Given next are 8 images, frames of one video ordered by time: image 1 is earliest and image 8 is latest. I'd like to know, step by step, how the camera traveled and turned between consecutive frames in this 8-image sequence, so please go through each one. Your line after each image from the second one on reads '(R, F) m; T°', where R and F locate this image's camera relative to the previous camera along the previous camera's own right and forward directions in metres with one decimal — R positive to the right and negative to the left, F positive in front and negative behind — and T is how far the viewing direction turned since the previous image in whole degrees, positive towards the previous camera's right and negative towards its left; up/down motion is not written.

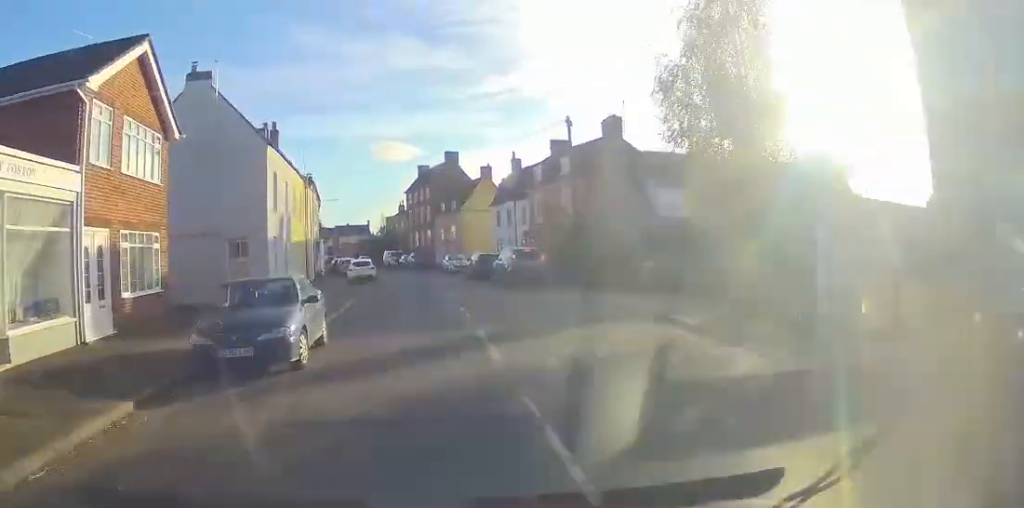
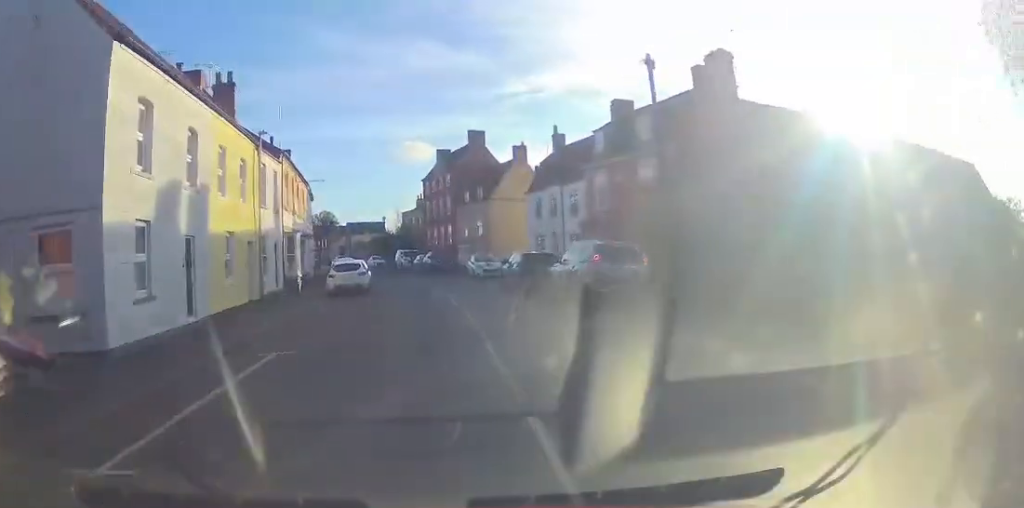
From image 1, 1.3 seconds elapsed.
(-0.1, +12.8) m; -2°
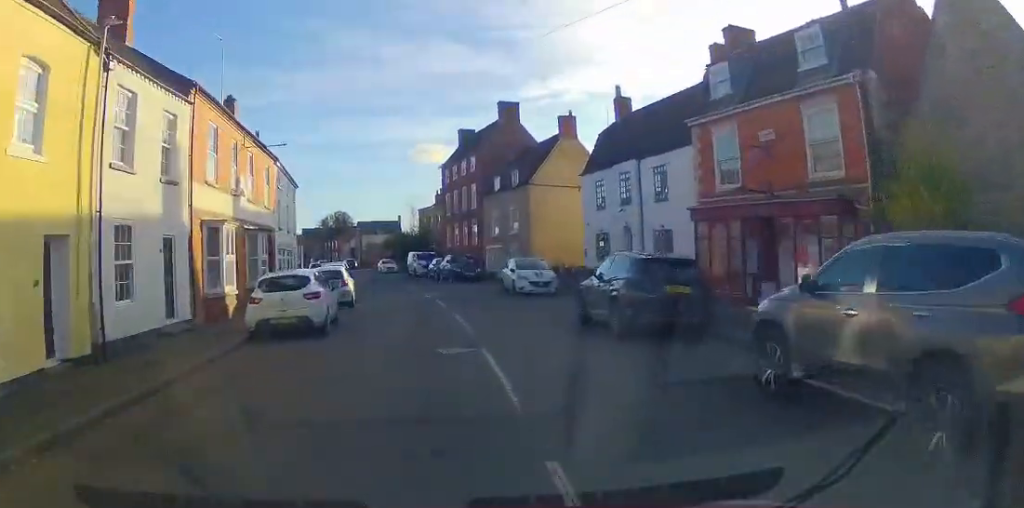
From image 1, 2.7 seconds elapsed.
(-0.3, +12.9) m; -3°
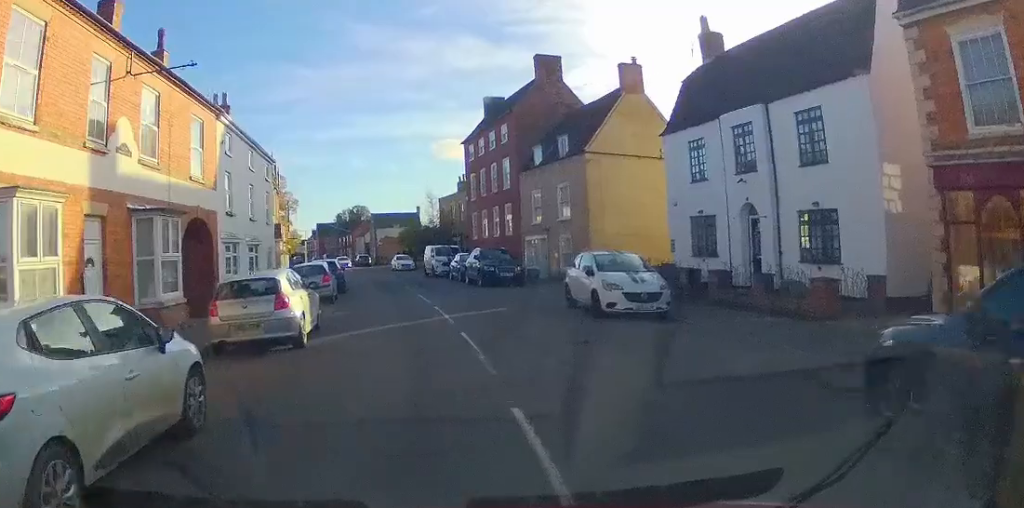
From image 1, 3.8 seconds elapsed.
(-0.3, +10.6) m; -2°
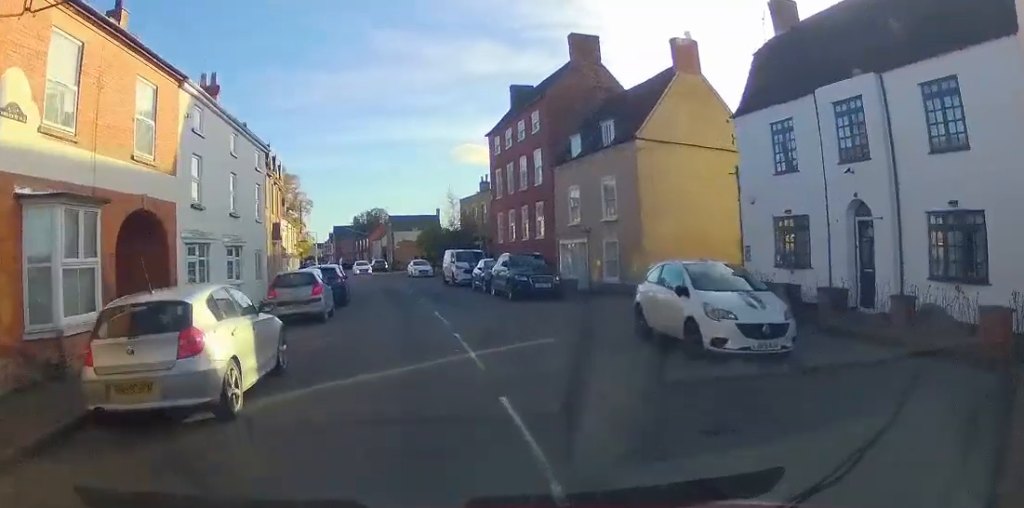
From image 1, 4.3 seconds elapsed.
(0.0, +4.8) m; -1°
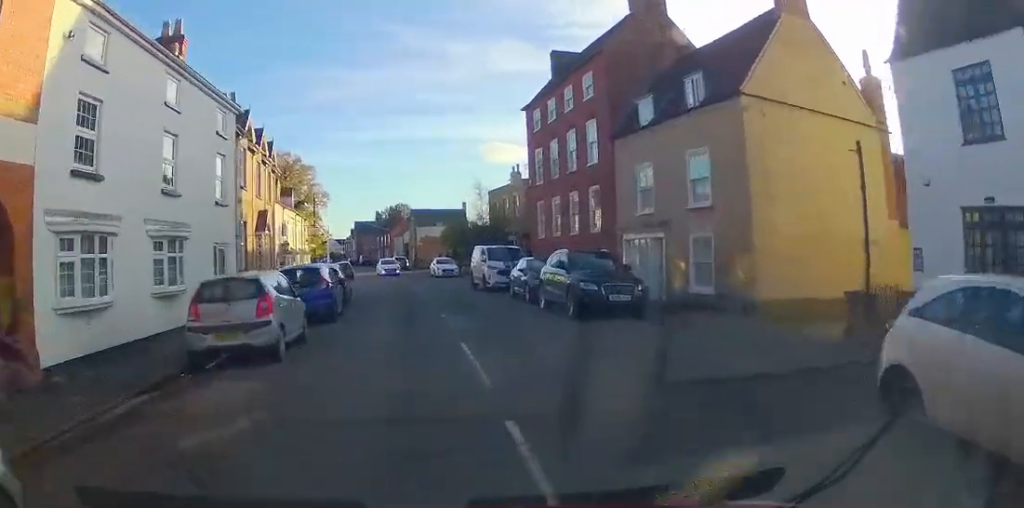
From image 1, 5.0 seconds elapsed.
(-0.1, +7.1) m; -2°
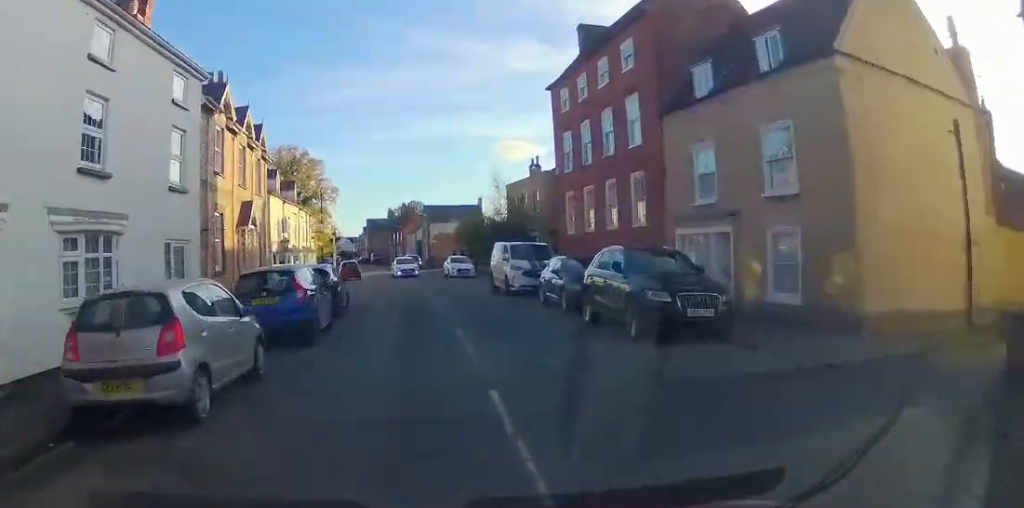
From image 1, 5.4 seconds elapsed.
(0.0, +4.2) m; -2°
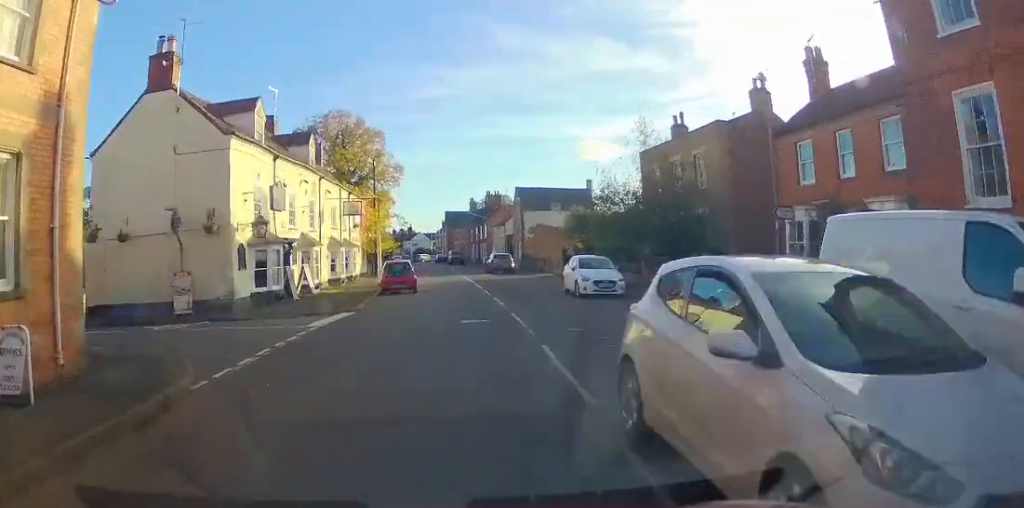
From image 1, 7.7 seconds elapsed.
(-1.5, +20.5) m; -6°
